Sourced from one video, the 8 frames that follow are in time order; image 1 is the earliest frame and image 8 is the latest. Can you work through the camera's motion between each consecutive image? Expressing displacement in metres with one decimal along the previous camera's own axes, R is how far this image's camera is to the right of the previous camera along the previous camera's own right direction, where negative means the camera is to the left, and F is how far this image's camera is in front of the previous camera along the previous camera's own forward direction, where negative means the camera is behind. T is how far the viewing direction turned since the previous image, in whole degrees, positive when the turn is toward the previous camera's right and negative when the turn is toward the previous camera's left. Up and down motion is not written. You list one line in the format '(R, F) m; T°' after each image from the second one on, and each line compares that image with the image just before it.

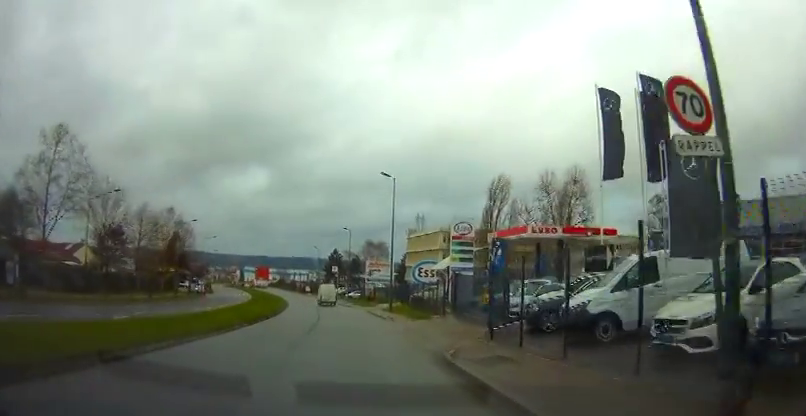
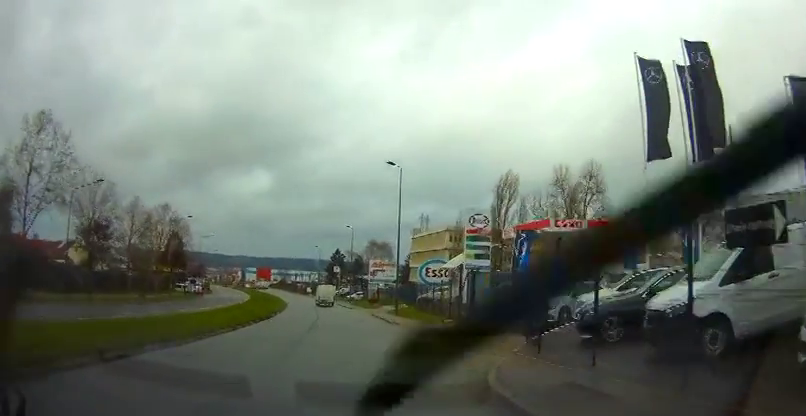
(0.0, +3.1) m; -1°
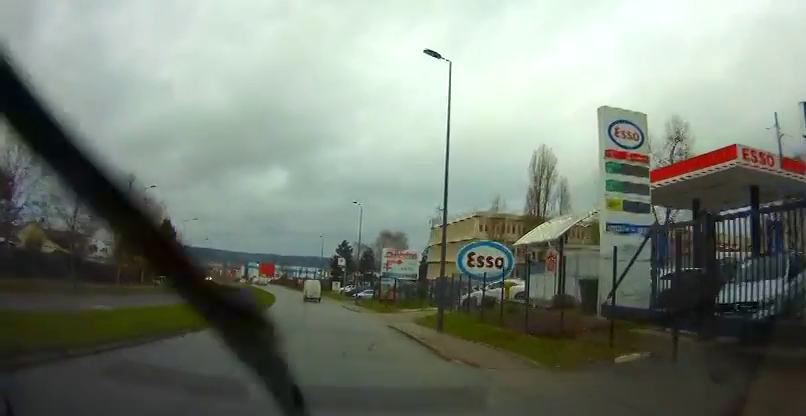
(-0.2, +14.6) m; -1°
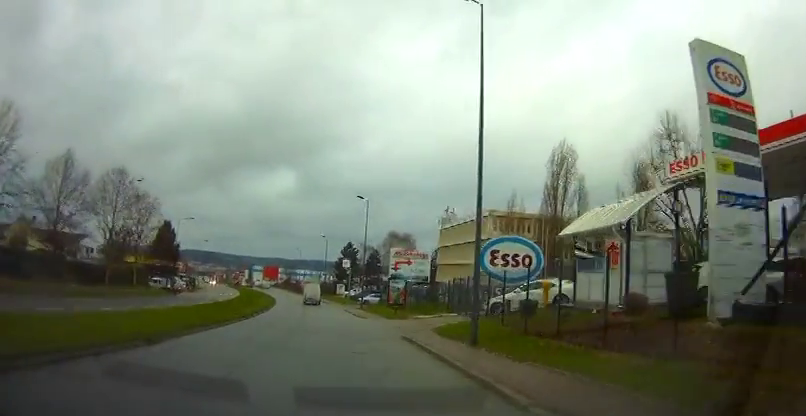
(0.0, +4.5) m; -1°
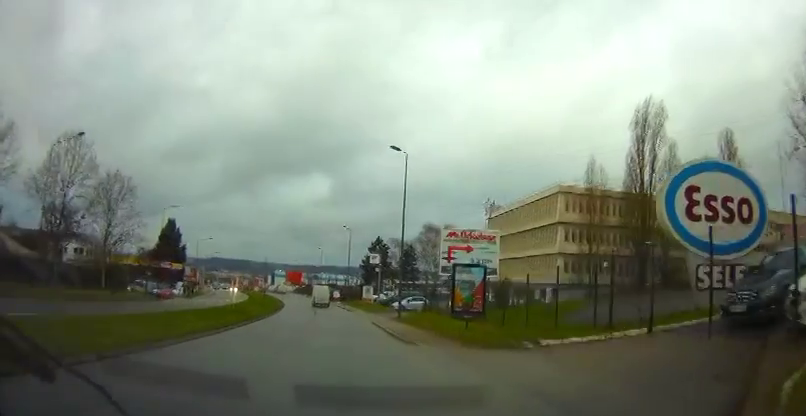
(-0.5, +16.1) m; -3°
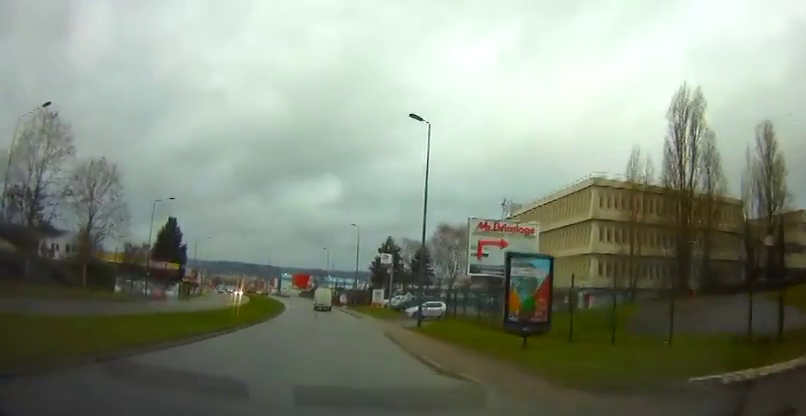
(0.0, +5.4) m; 0°
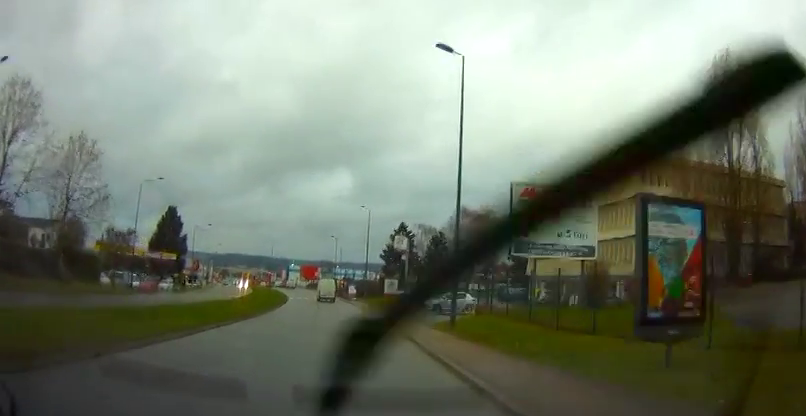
(0.0, +5.8) m; -1°
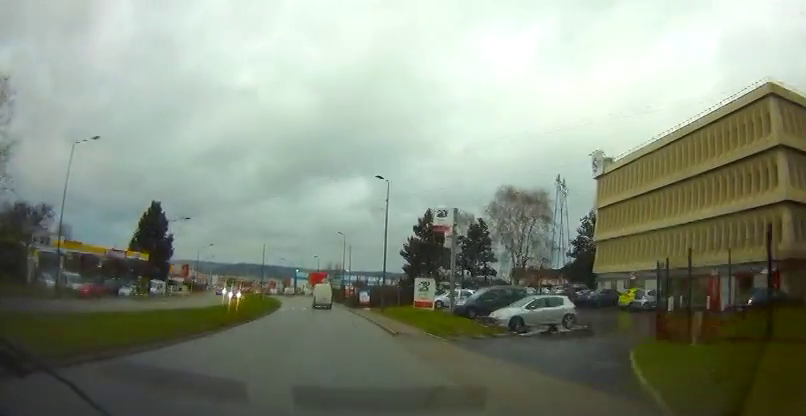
(-0.5, +16.3) m; -4°
